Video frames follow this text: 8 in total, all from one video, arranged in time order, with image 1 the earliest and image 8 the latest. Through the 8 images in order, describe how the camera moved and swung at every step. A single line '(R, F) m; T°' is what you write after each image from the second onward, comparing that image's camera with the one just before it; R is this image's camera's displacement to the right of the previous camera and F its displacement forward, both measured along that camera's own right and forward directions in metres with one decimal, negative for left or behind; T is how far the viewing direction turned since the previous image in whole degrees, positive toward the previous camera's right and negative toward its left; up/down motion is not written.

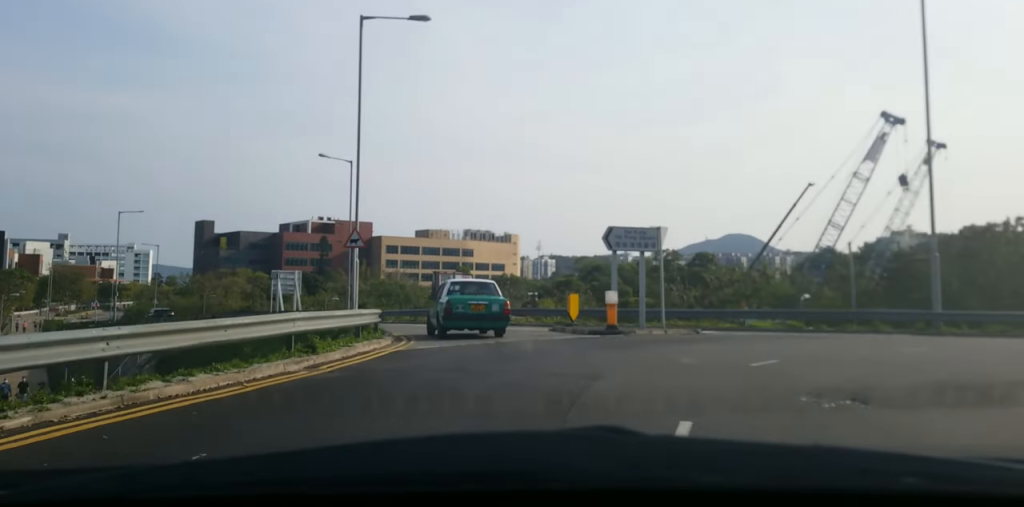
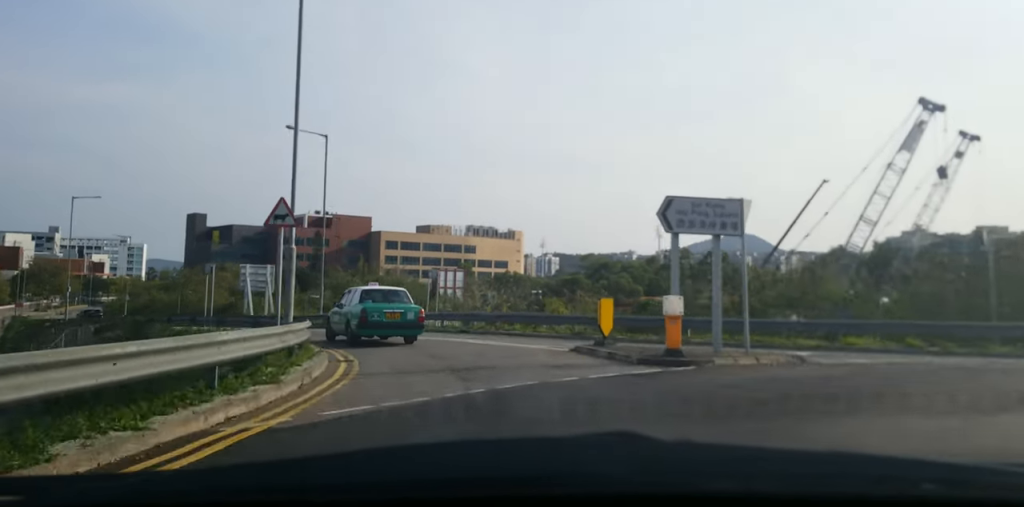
(0.0, +7.0) m; 0°
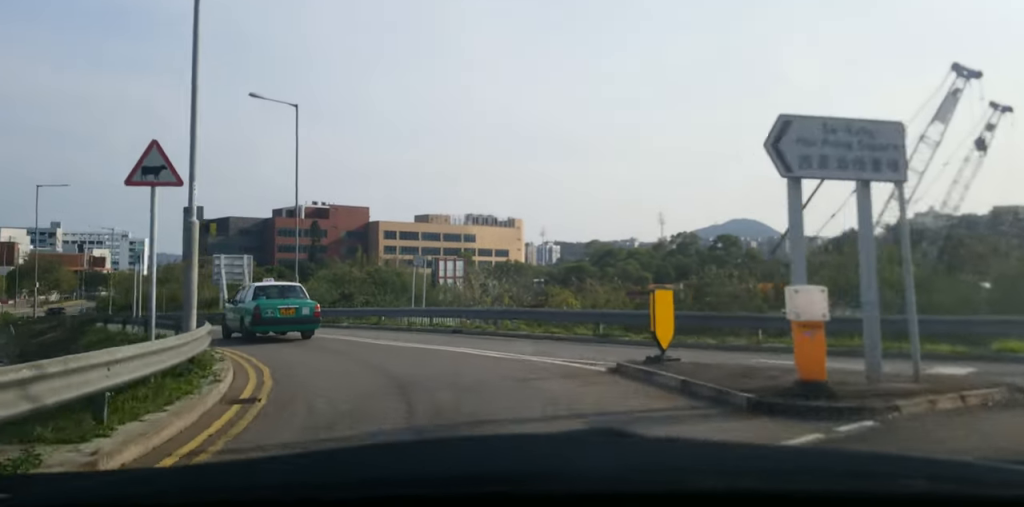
(0.0, +5.4) m; 0°
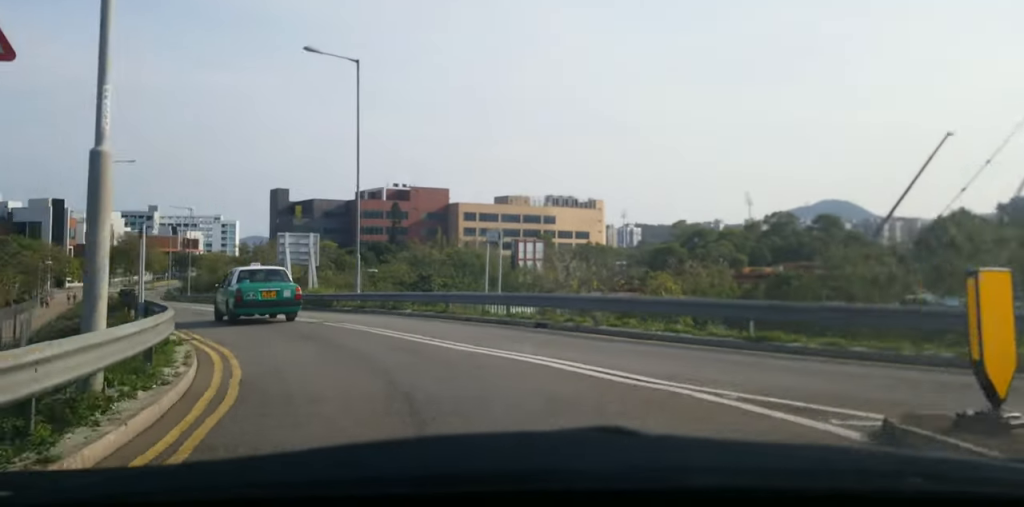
(0.0, +5.2) m; -3°
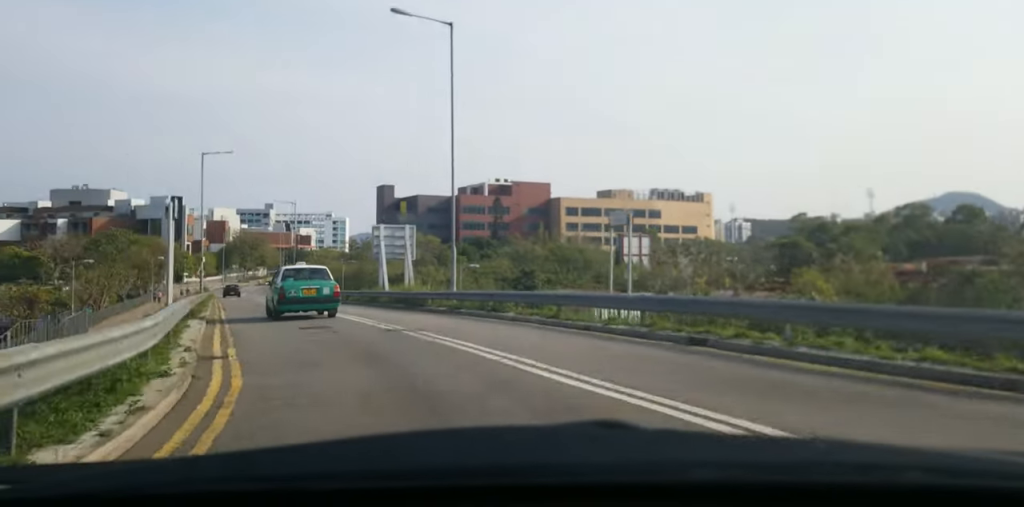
(+0.2, +4.7) m; -8°
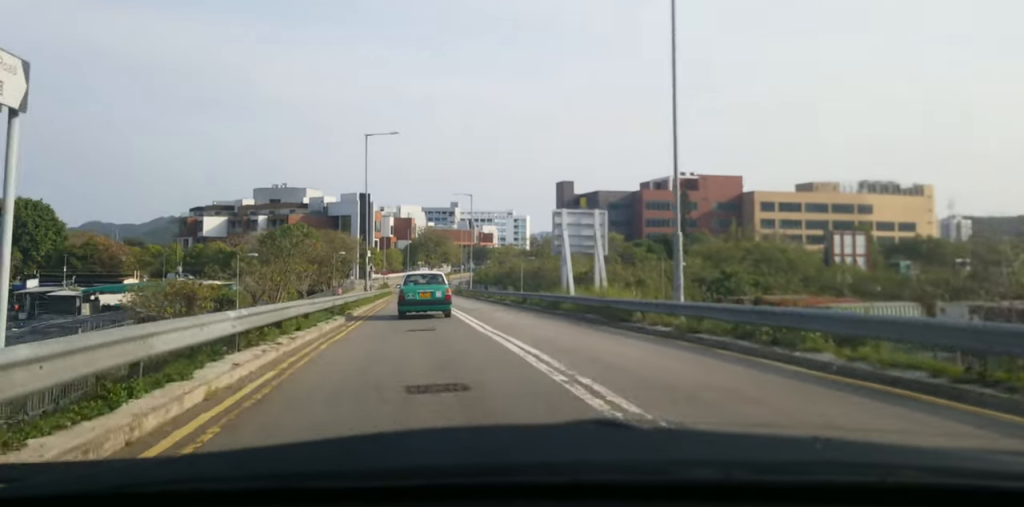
(-1.9, +10.1) m; -15°
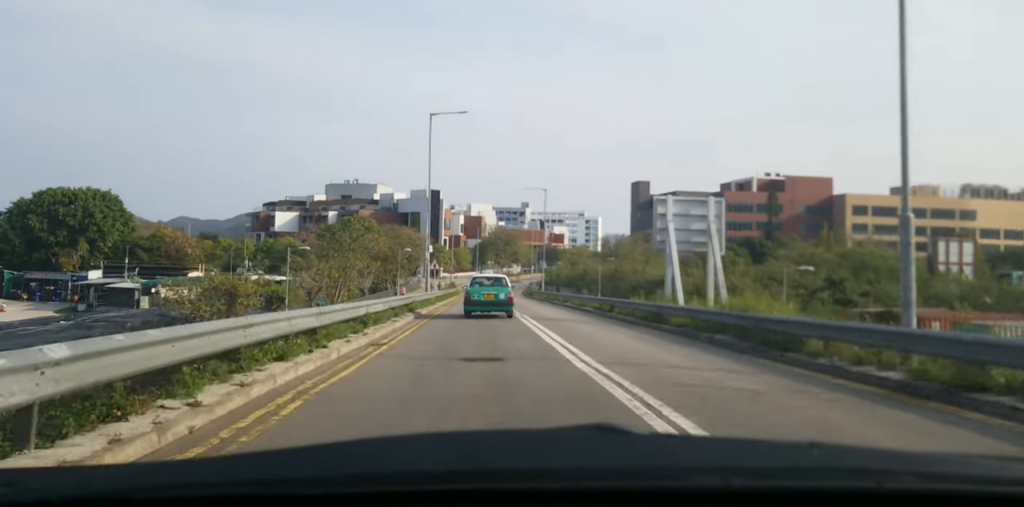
(-0.4, +7.1) m; -3°
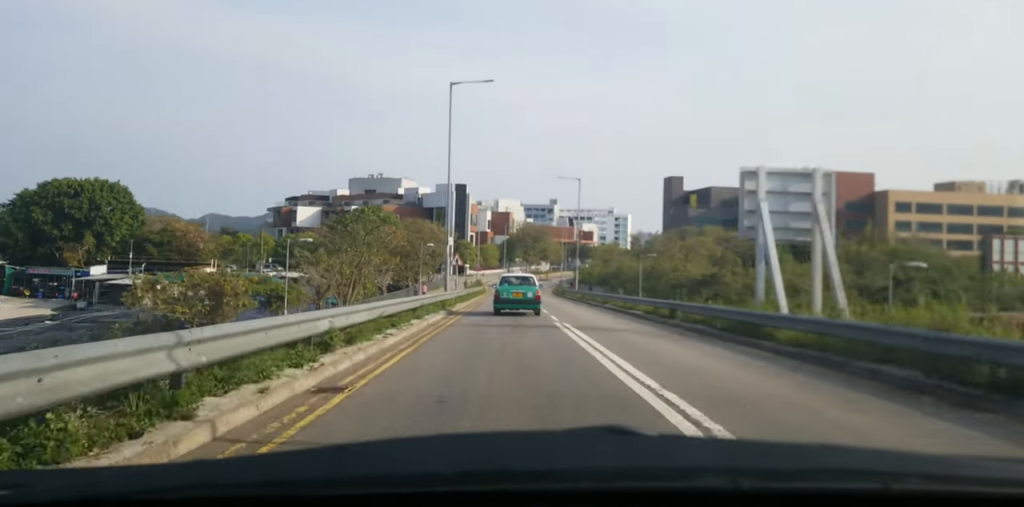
(0.0, +6.5) m; 0°
